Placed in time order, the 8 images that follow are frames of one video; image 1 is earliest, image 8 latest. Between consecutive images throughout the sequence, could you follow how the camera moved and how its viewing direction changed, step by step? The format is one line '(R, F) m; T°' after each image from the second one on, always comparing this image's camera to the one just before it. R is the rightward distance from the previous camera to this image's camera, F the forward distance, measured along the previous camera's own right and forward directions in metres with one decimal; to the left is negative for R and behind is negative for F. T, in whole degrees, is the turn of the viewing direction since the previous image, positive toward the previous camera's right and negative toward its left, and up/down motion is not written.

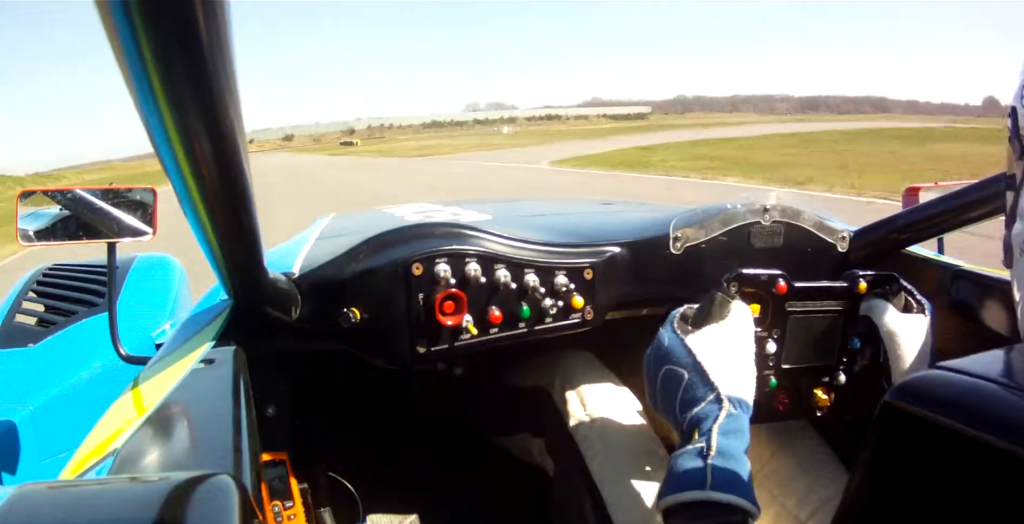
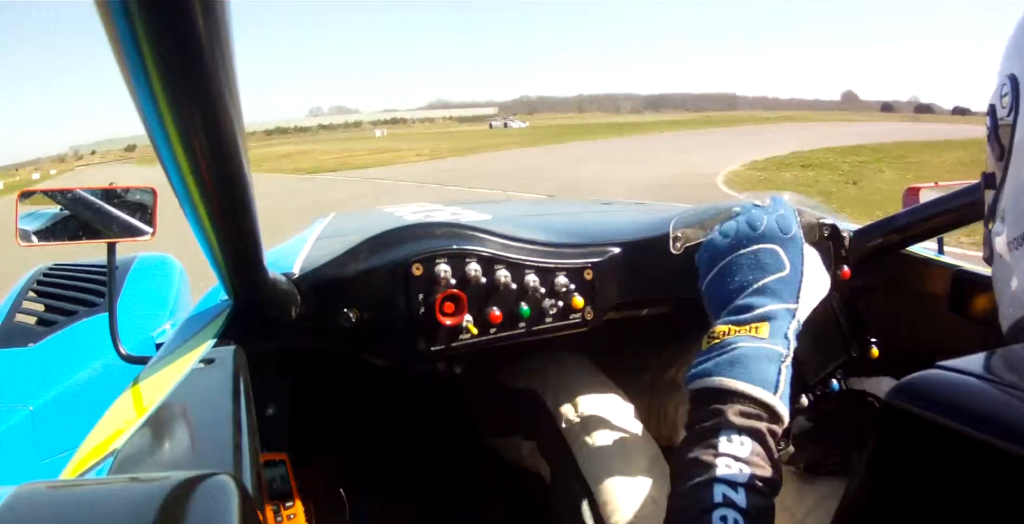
(+1.3, +15.9) m; +17°
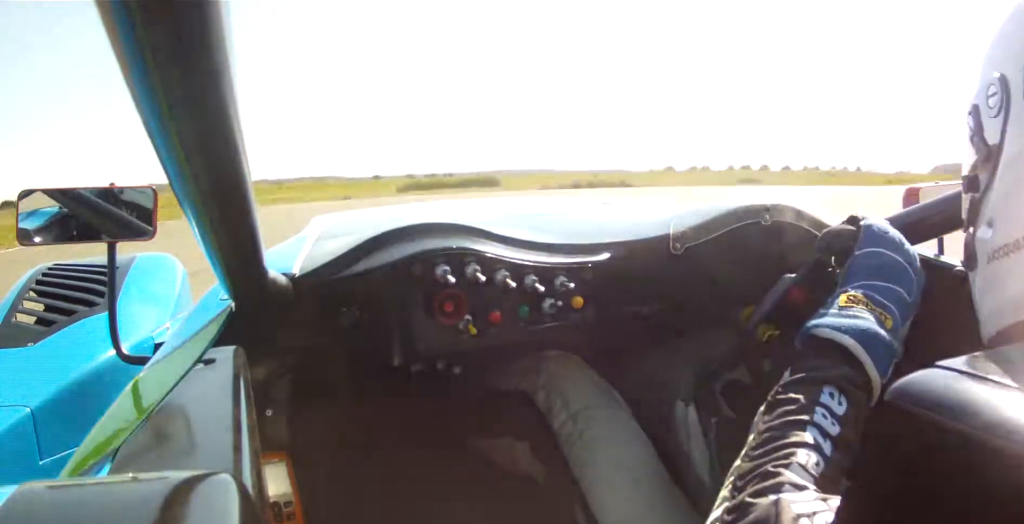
(+10.4, +19.5) m; +62°
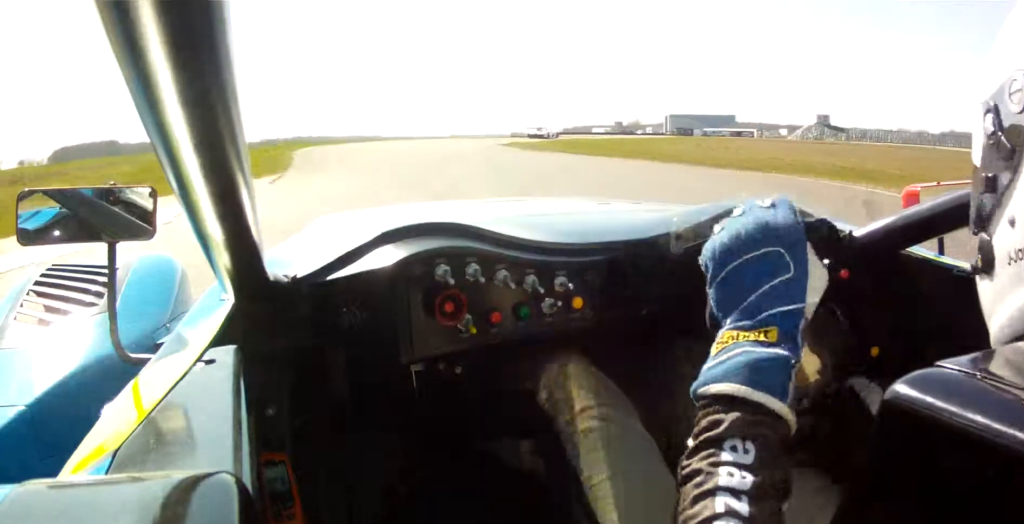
(+6.6, +18.6) m; +33°
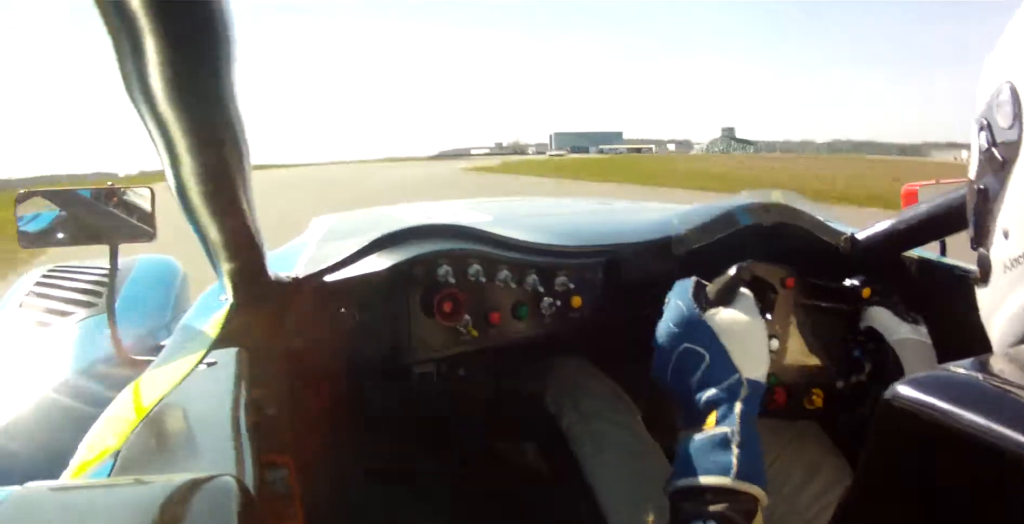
(+3.3, +17.6) m; +30°
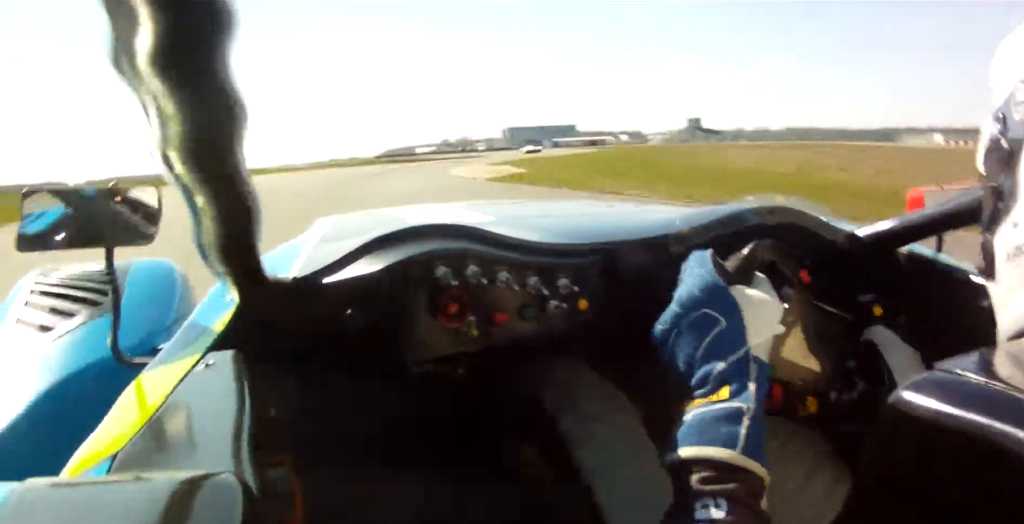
(+1.7, +9.2) m; +10°
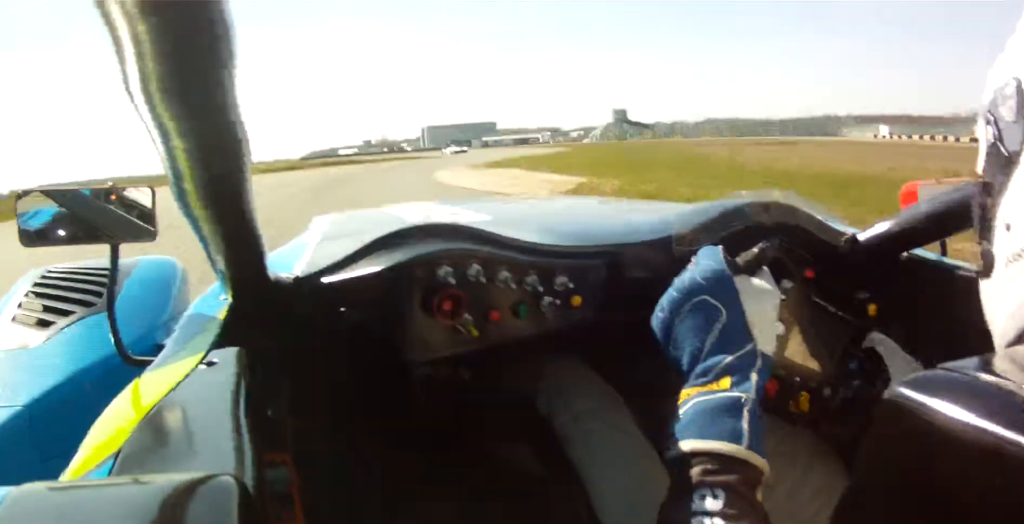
(+1.6, +8.9) m; +7°
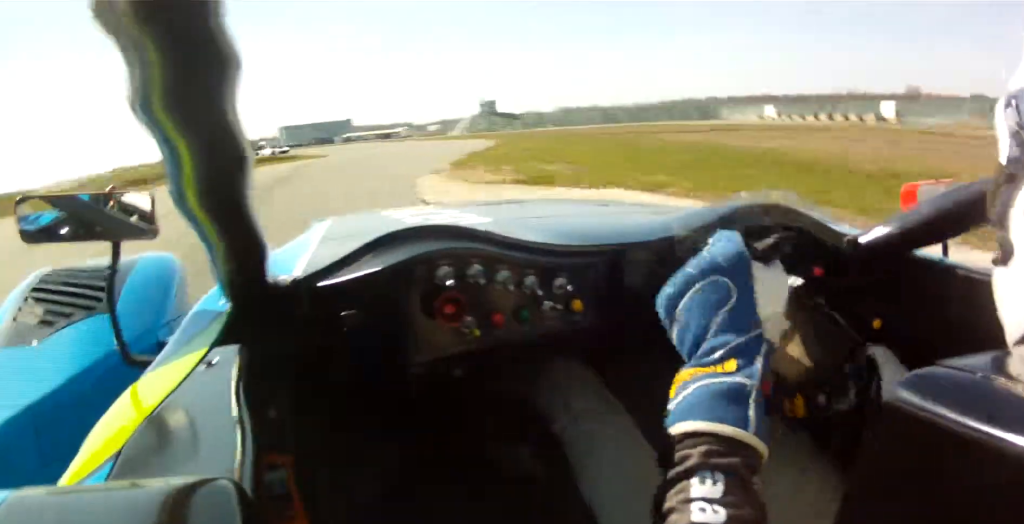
(+1.1, +13.2) m; +6°
